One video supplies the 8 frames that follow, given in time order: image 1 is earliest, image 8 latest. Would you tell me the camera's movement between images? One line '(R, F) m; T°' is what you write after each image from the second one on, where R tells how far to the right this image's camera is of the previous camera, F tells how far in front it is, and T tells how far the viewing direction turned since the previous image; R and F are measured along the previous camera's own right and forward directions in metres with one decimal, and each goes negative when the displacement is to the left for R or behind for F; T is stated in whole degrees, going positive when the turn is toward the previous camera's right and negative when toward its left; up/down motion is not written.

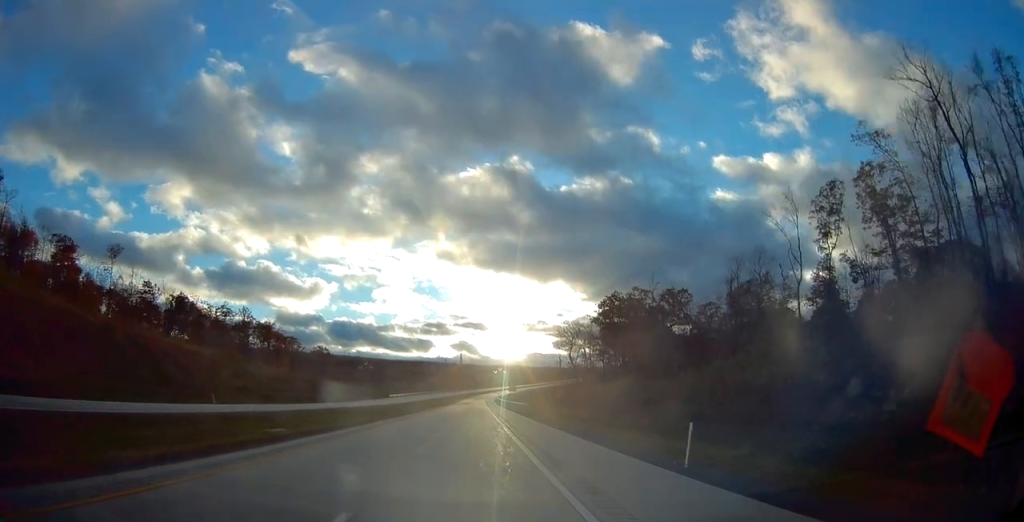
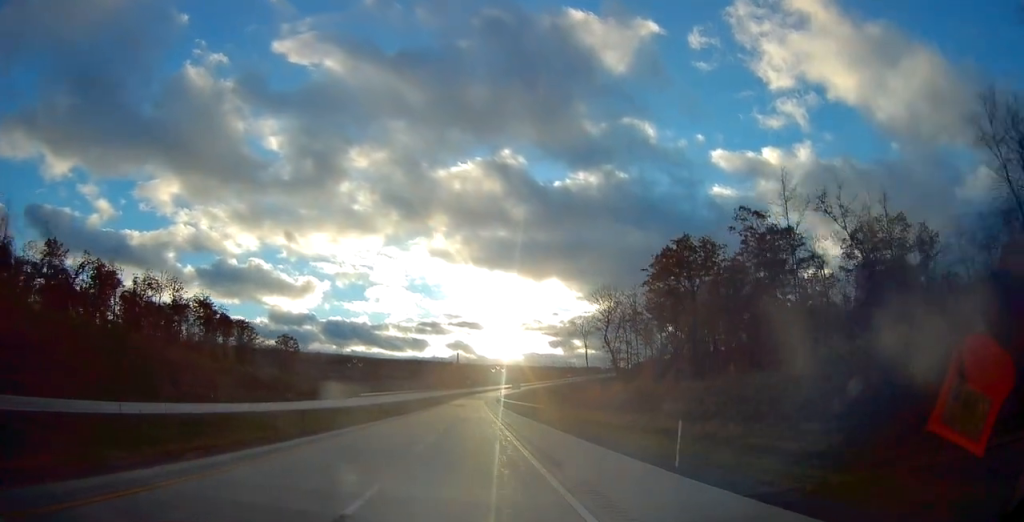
(+0.3, +45.1) m; +1°
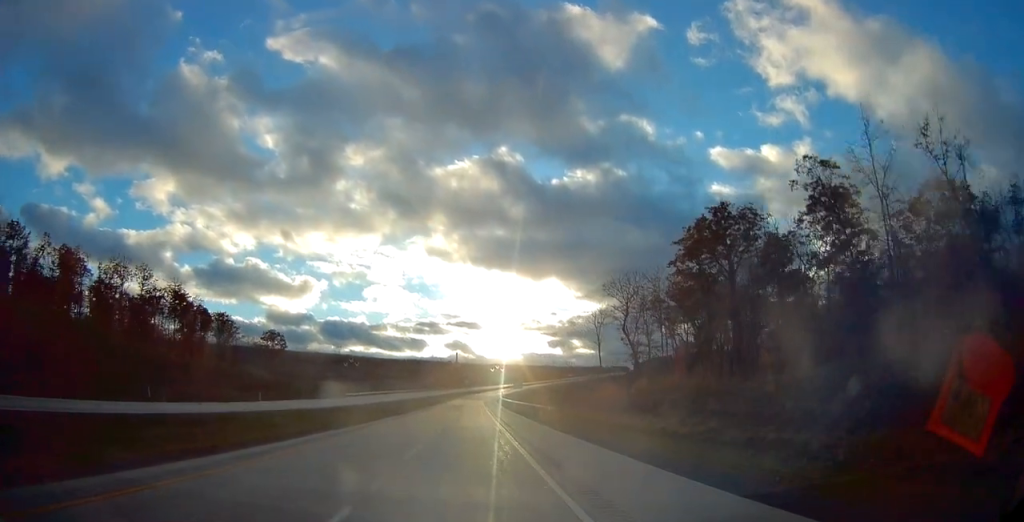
(0.0, +14.5) m; 0°
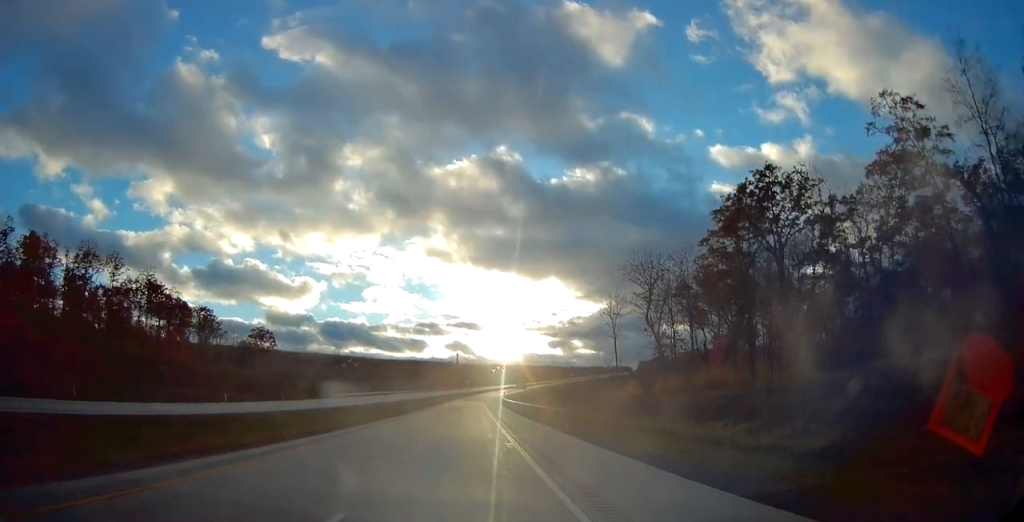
(0.0, +12.6) m; 0°
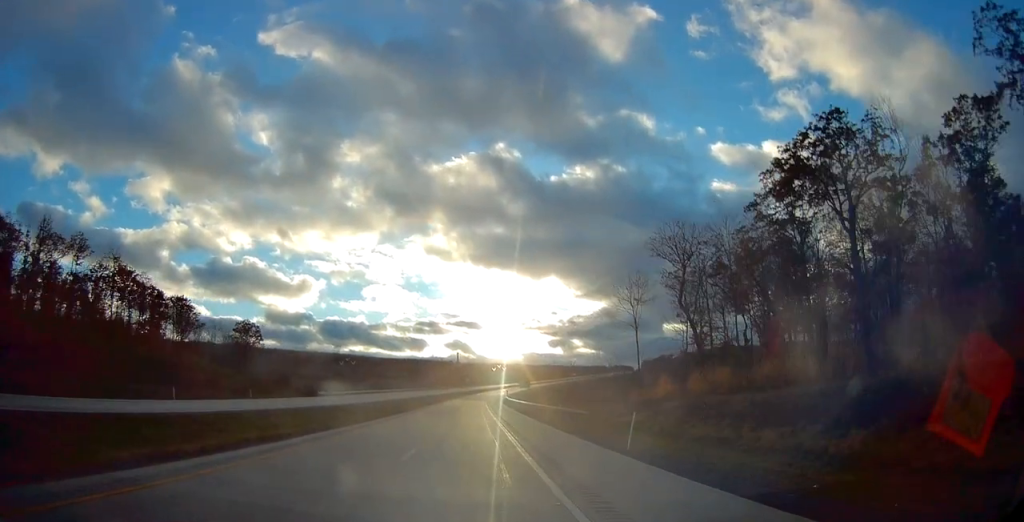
(0.0, +13.6) m; 0°
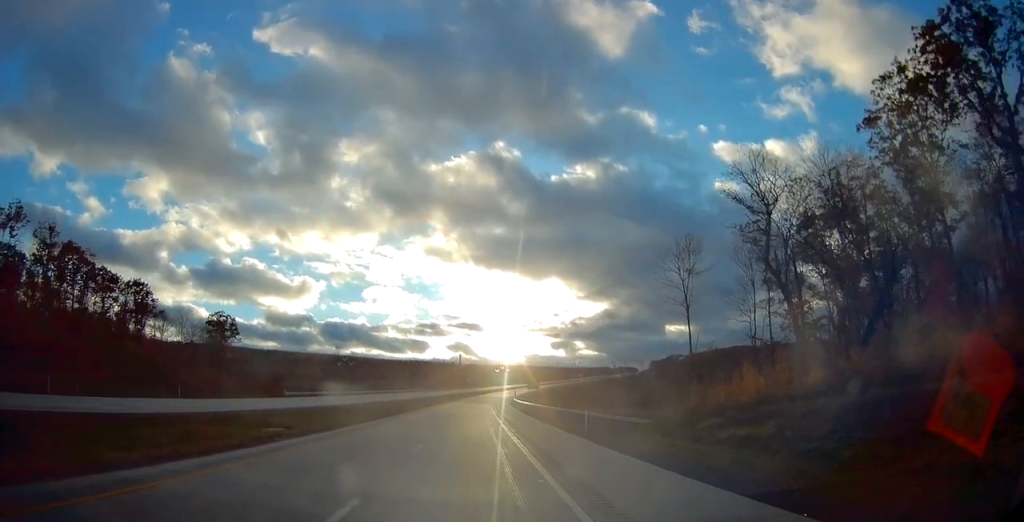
(0.0, +21.5) m; 0°
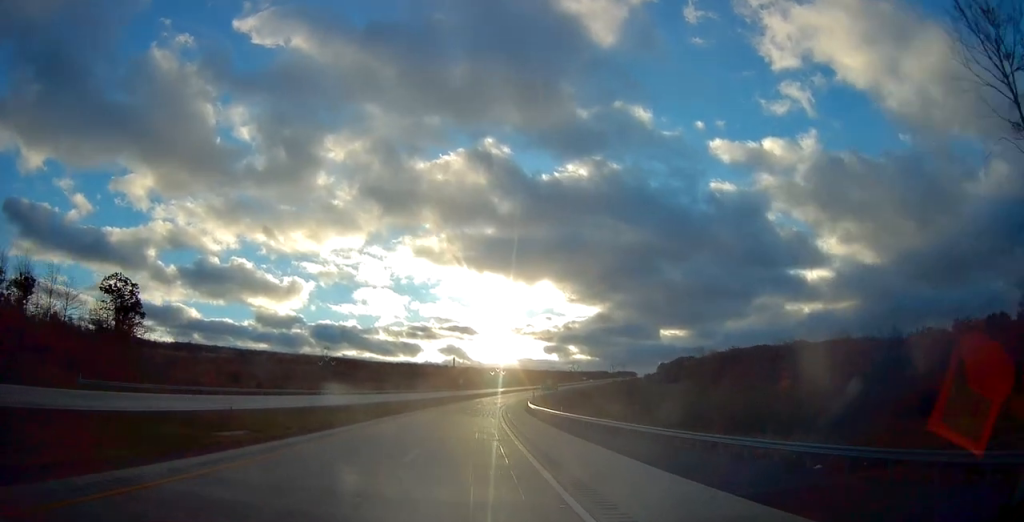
(-0.3, +51.6) m; 0°
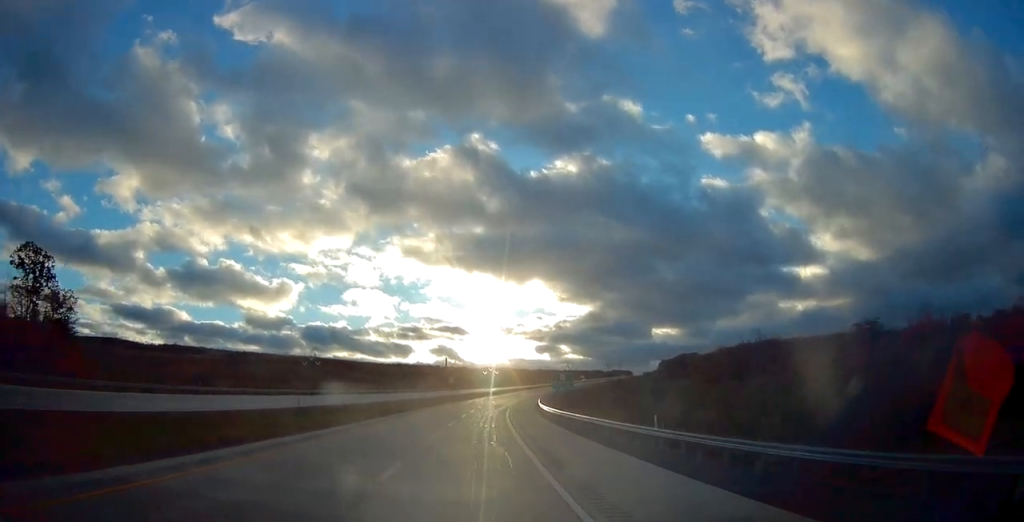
(+0.3, +28.2) m; +1°
